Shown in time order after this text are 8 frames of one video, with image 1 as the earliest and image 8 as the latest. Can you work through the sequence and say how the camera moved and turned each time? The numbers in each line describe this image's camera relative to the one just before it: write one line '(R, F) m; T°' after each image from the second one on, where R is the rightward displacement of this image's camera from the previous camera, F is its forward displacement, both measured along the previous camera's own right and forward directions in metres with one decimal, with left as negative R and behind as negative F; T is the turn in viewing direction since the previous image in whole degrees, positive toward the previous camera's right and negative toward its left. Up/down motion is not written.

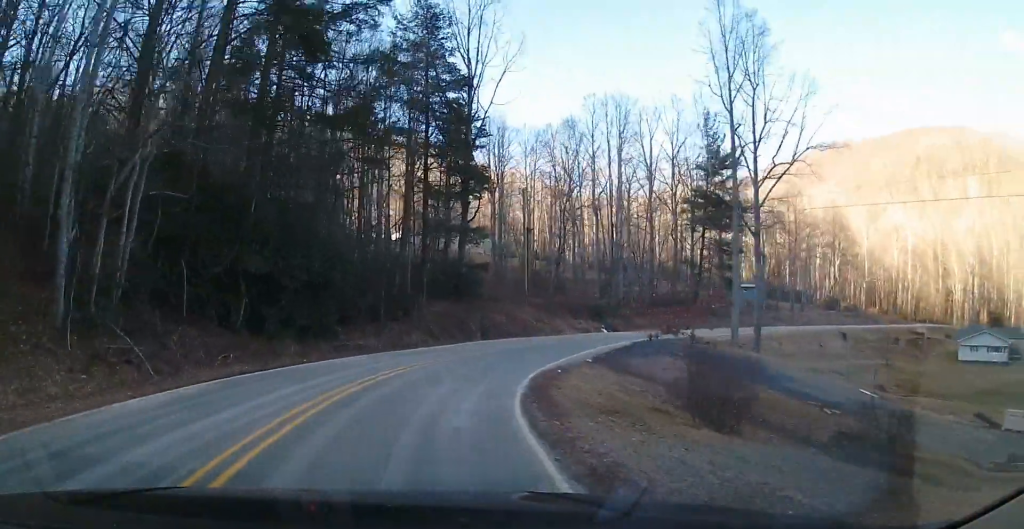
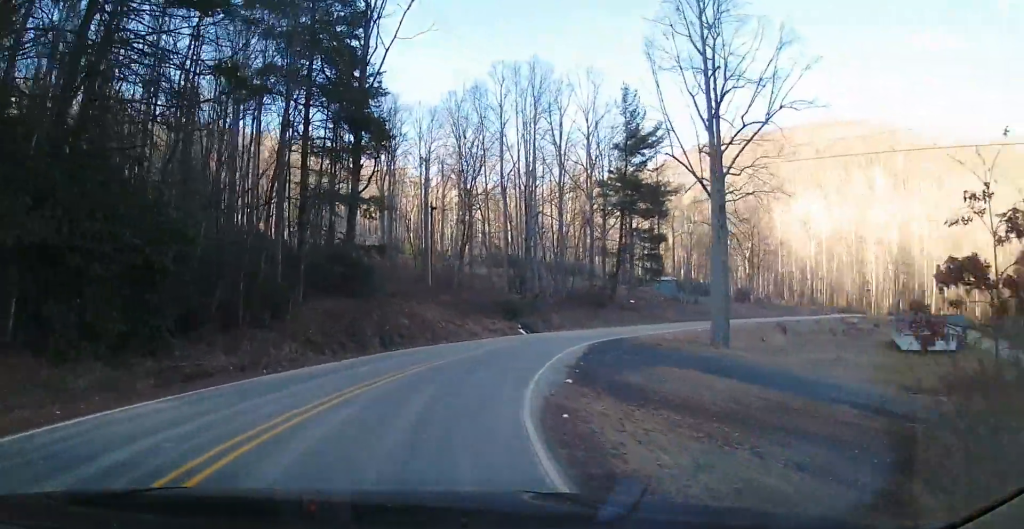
(+0.5, +9.4) m; +8°
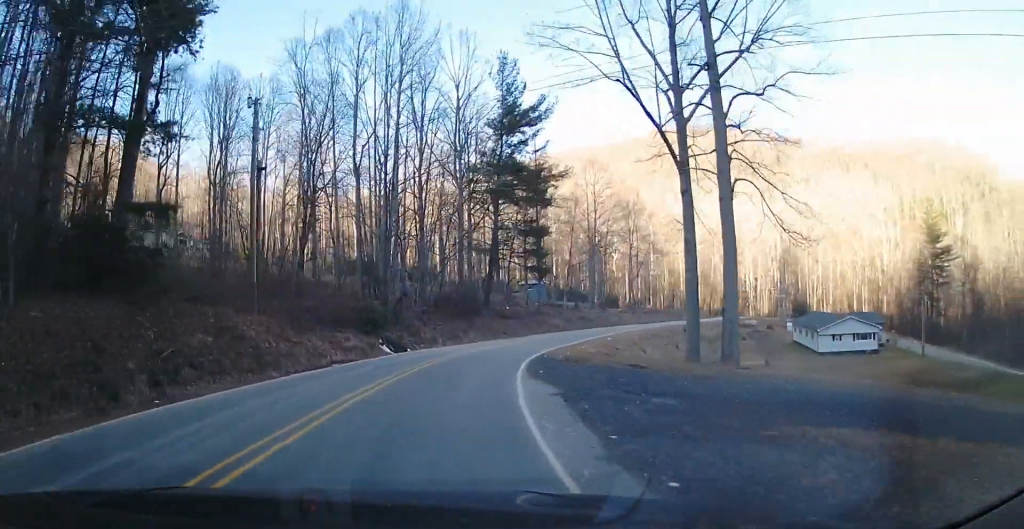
(+1.6, +12.1) m; +16°
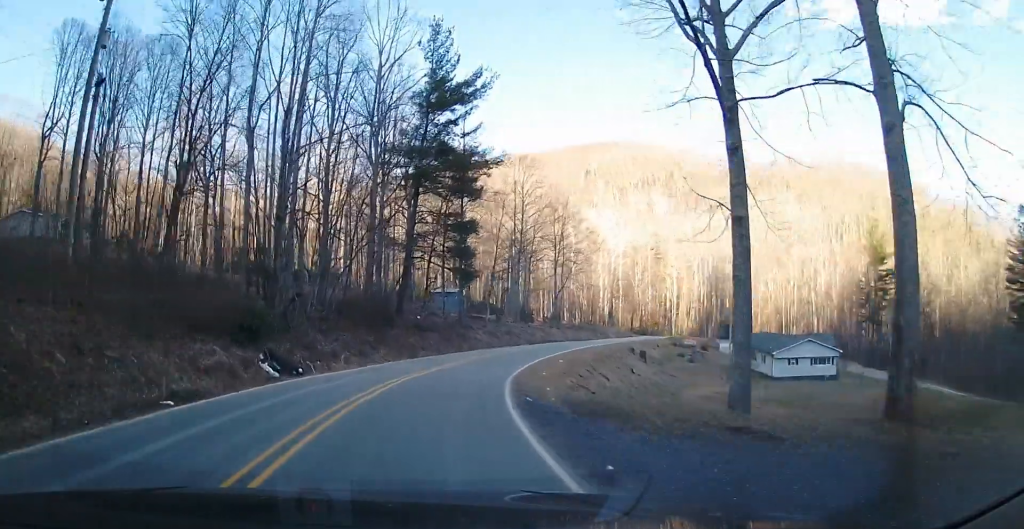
(+1.2, +9.8) m; +10°
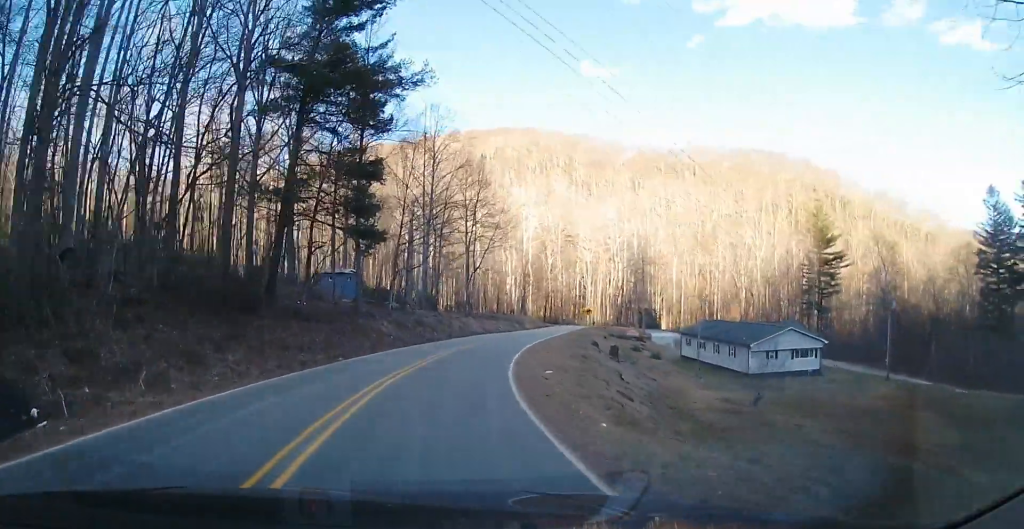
(+1.2, +15.9) m; +8°
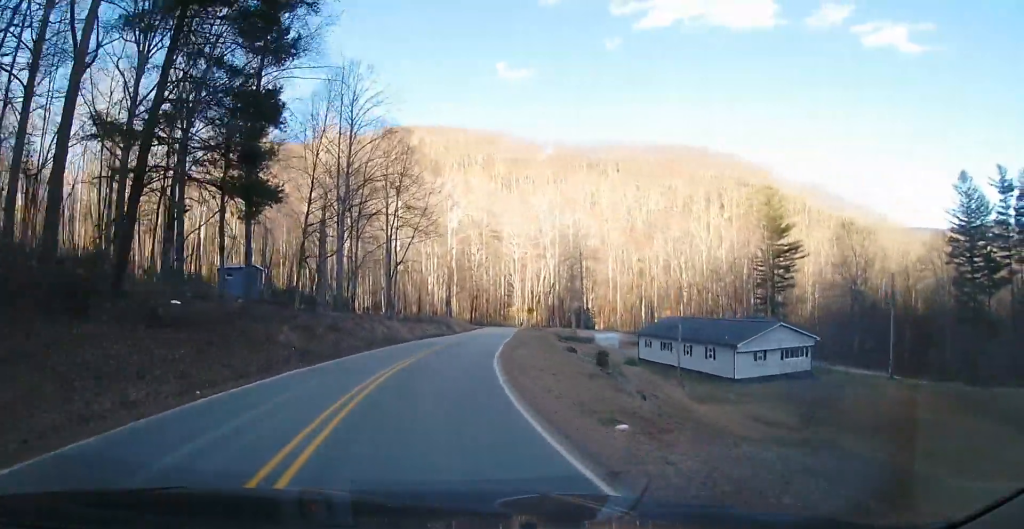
(+0.7, +11.1) m; +8°
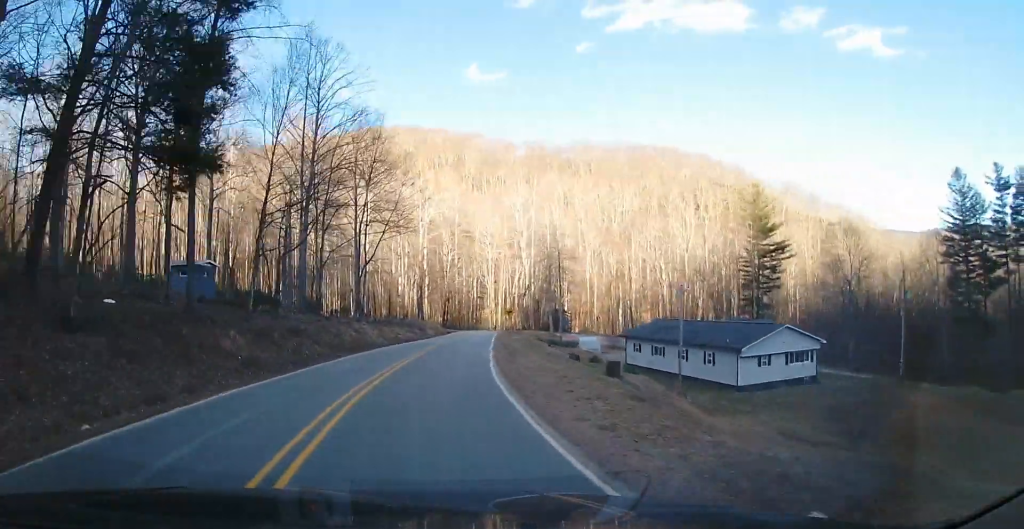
(+0.1, +4.8) m; +3°
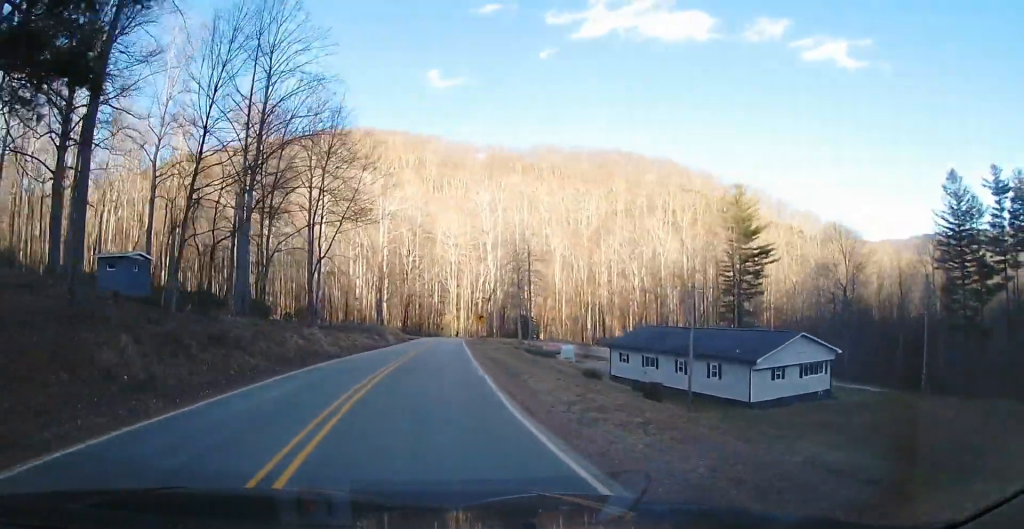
(+0.5, +6.8) m; +3°
